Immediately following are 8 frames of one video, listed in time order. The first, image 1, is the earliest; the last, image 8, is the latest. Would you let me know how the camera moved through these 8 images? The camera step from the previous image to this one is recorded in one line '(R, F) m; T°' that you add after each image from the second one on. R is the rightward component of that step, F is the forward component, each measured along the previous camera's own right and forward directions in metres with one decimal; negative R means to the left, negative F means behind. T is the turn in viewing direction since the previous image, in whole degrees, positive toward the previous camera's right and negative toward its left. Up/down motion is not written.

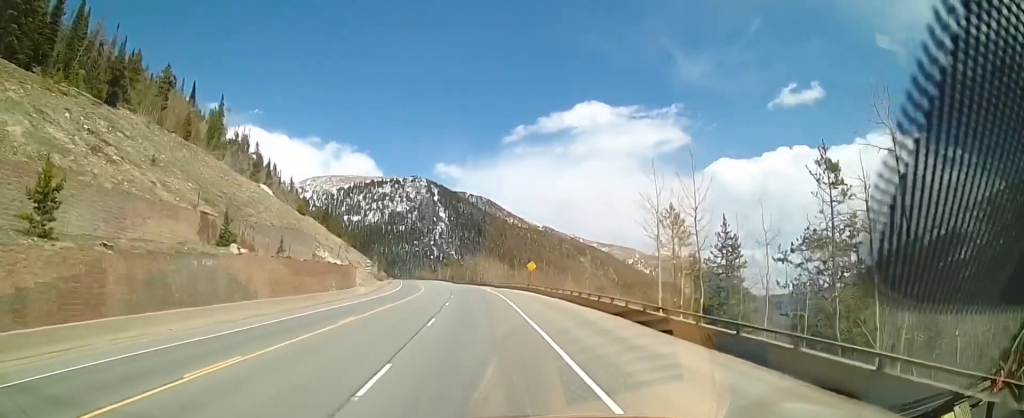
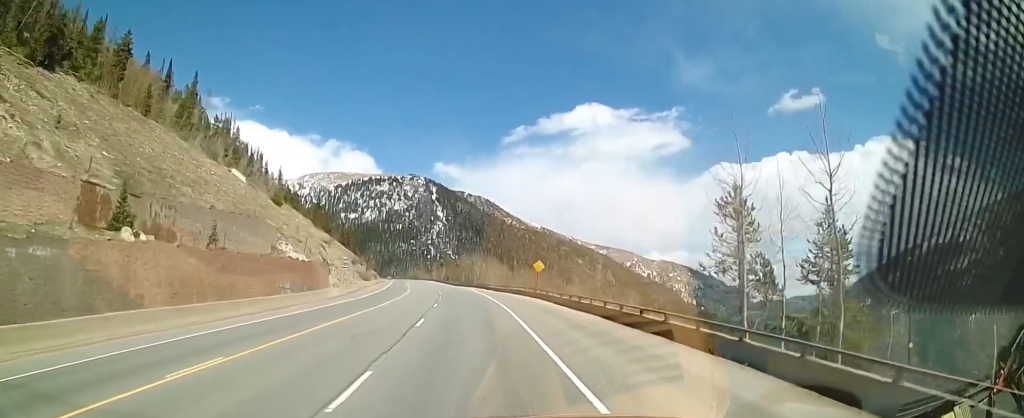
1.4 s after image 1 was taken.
(-0.6, +13.0) m; -3°
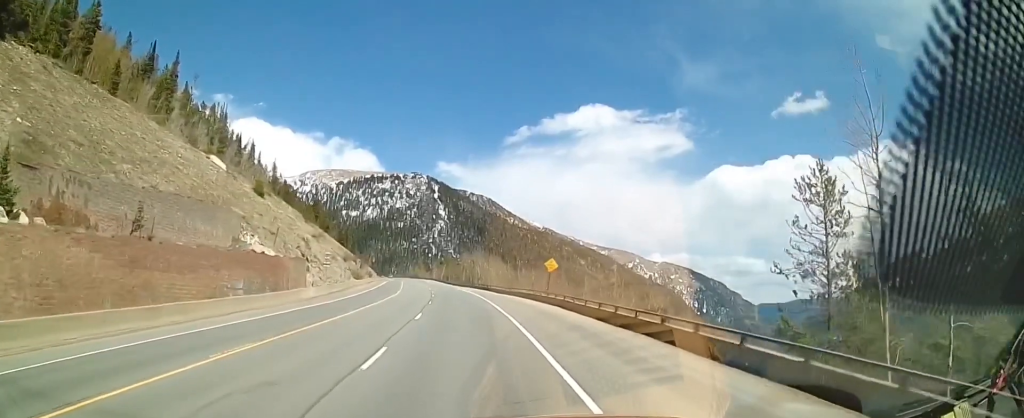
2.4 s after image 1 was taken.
(+0.1, +9.6) m; 0°
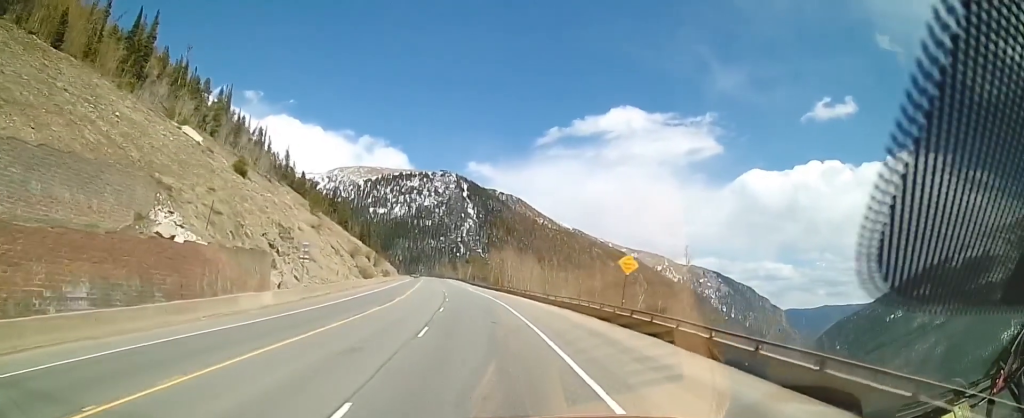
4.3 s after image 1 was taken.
(-0.8, +18.2) m; -3°
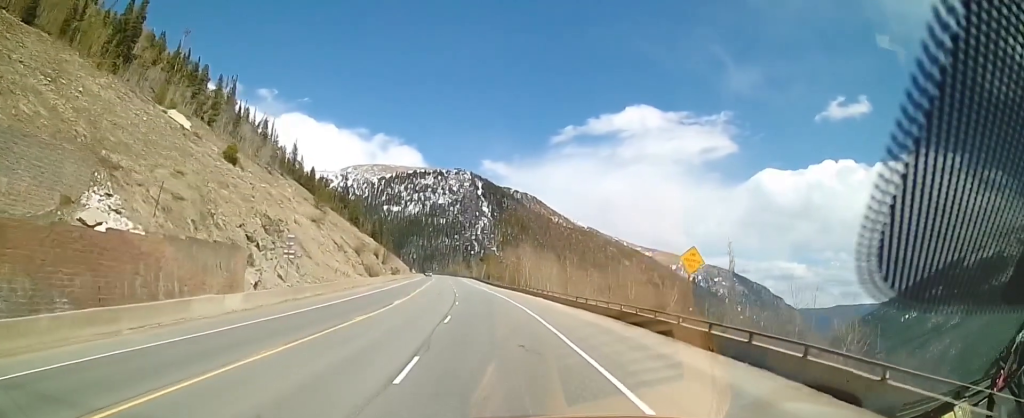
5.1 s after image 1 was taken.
(+0.4, +7.6) m; -1°
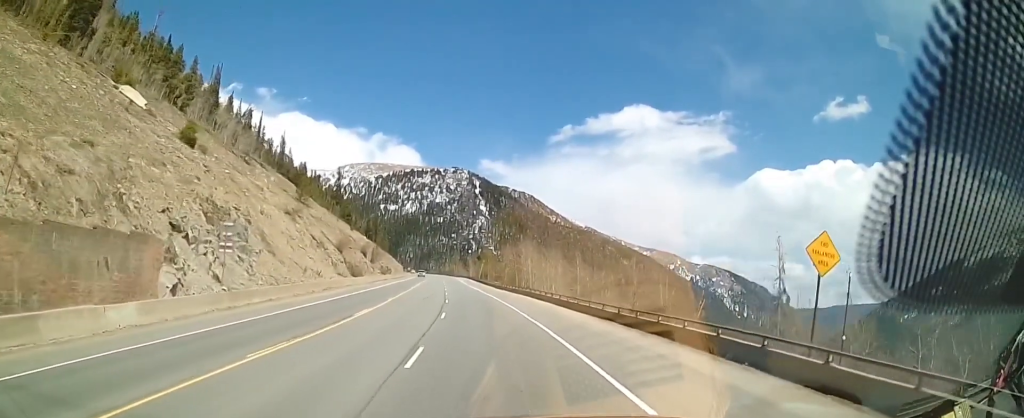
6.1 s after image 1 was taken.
(-0.6, +10.0) m; -1°
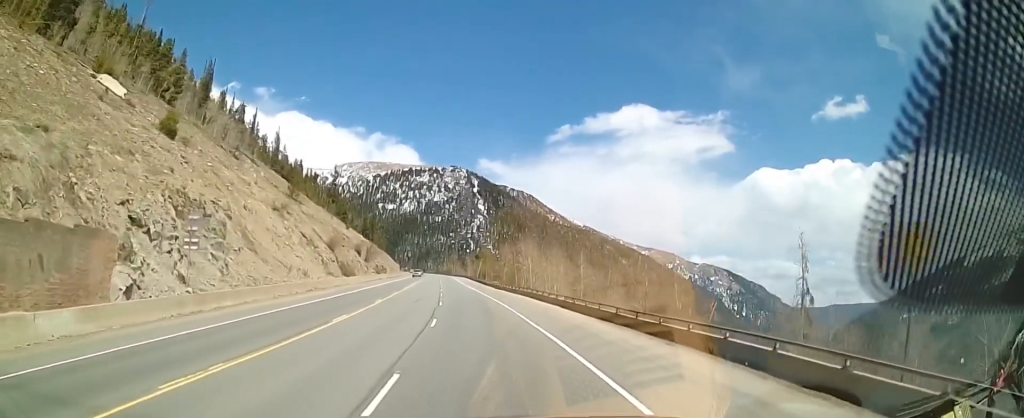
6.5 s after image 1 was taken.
(+0.2, +3.7) m; 0°
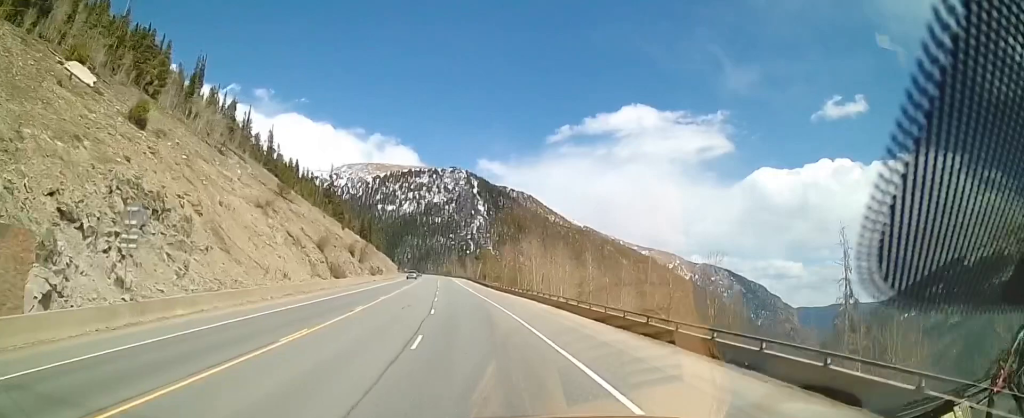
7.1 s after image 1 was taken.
(+0.2, +5.3) m; 0°
